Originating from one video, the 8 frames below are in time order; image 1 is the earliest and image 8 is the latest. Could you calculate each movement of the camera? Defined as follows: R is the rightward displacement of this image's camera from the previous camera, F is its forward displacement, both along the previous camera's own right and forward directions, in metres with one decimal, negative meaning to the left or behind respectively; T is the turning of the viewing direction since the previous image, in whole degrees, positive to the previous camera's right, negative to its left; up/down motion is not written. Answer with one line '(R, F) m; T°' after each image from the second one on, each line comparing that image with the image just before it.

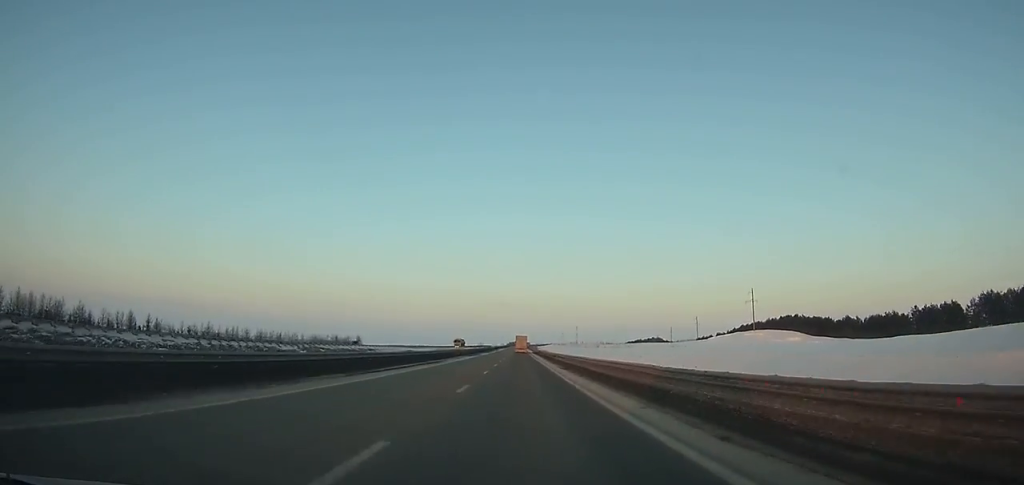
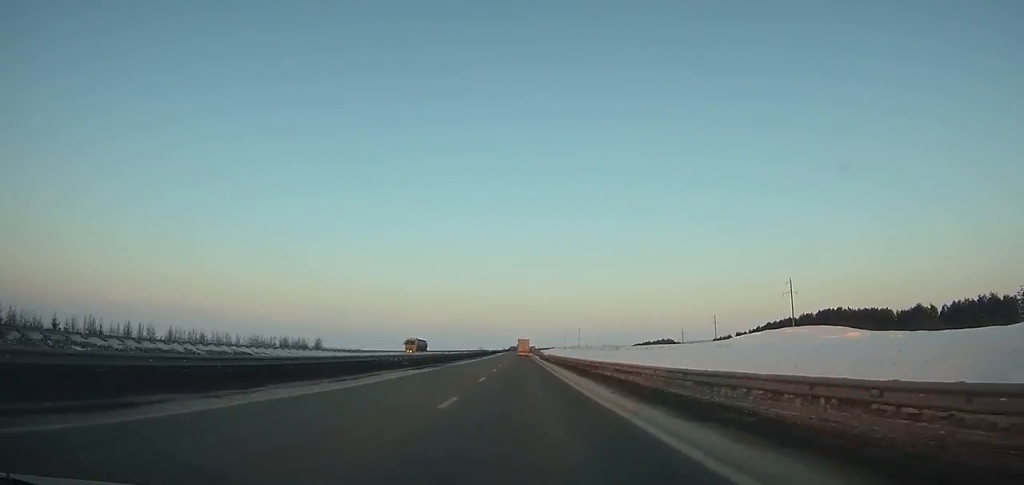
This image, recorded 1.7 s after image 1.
(0.0, +39.4) m; 0°
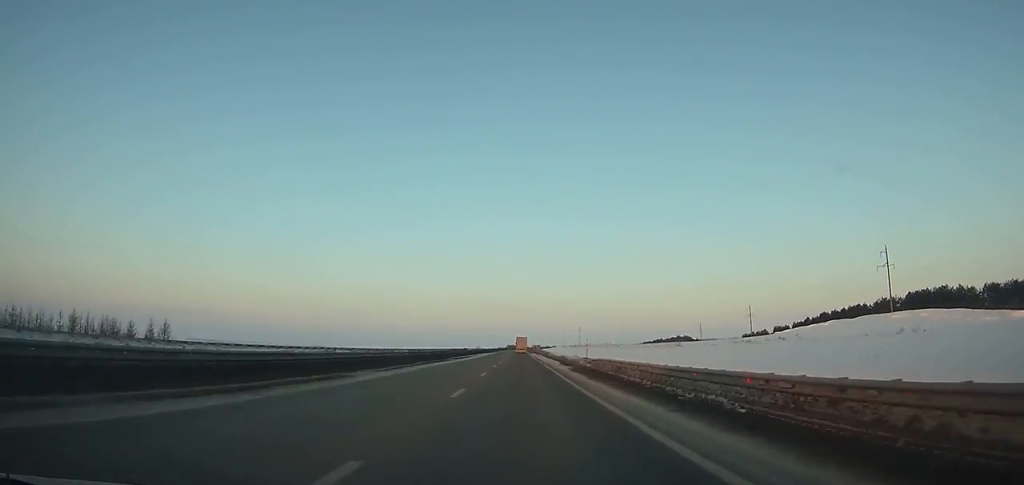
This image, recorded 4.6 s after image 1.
(0.0, +66.6) m; 0°
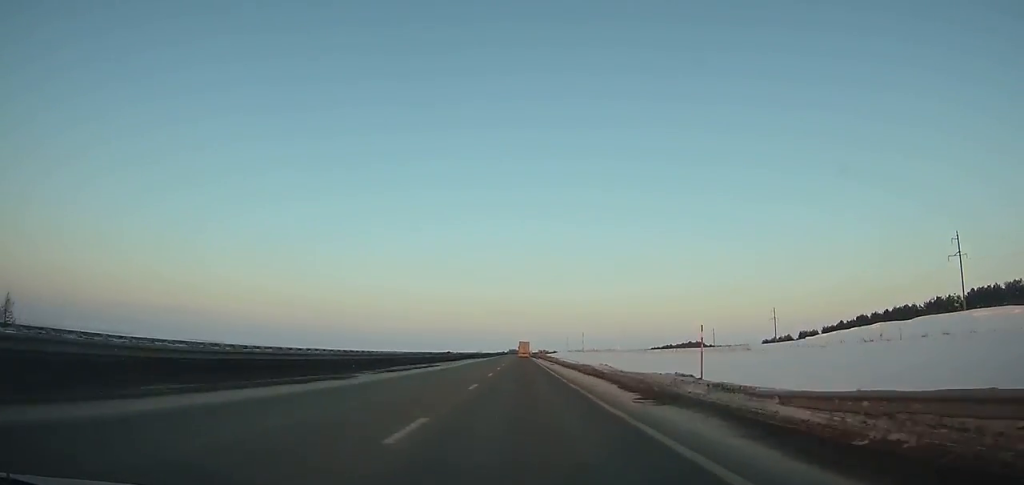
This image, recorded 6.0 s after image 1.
(0.0, +31.9) m; 0°
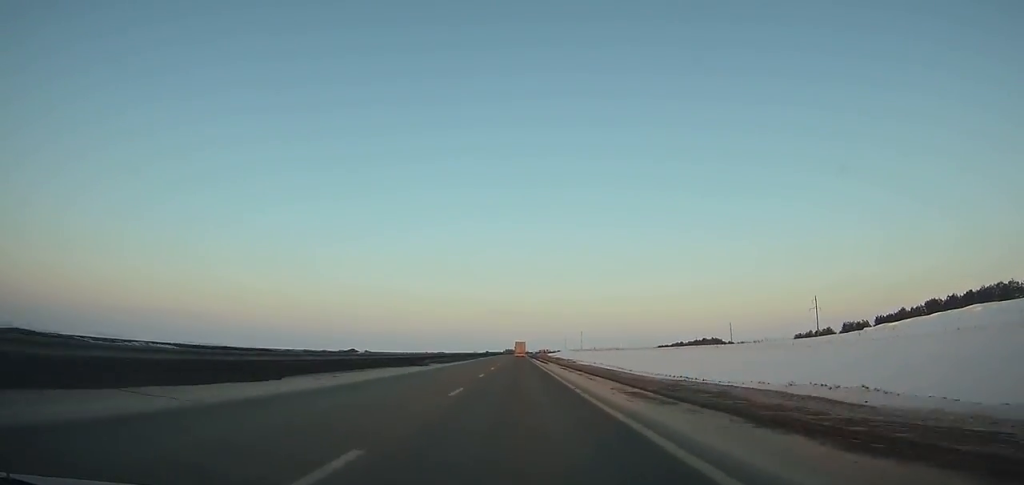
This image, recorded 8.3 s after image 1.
(+0.1, +52.0) m; 0°
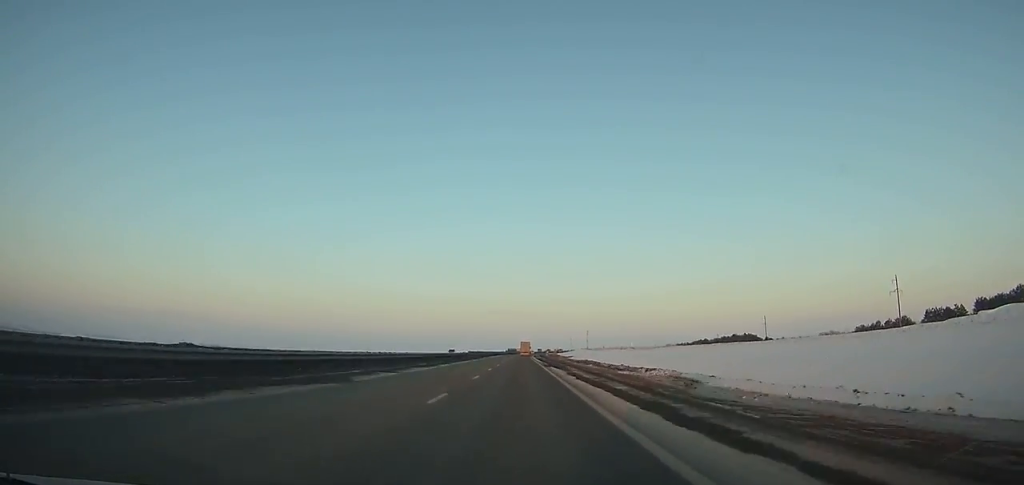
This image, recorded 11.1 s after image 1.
(-0.1, +63.4) m; 0°
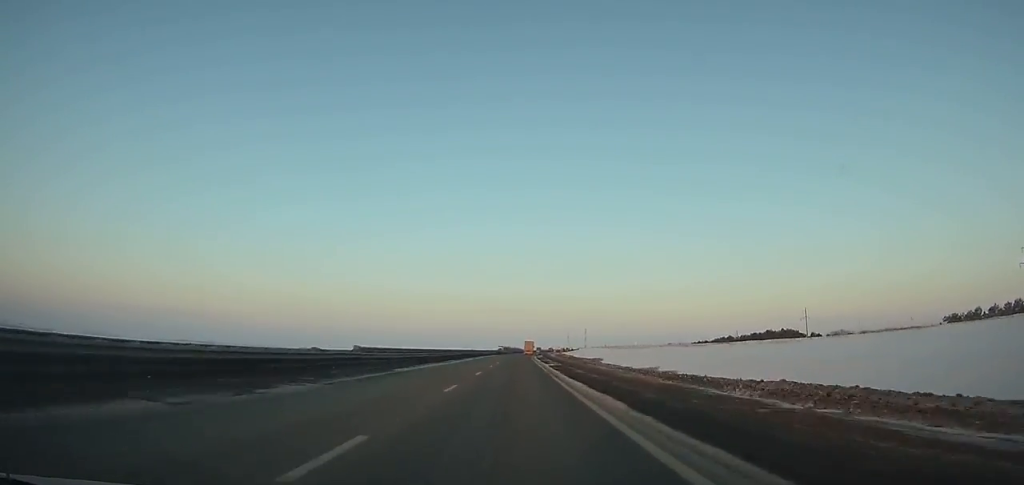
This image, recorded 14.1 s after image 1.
(-0.1, +68.7) m; 0°
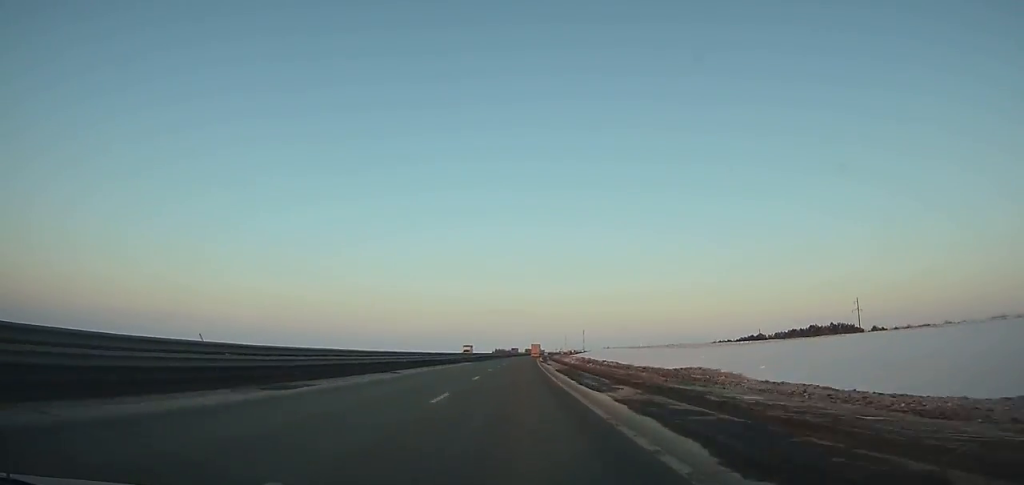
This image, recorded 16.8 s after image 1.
(+0.3, +62.6) m; +1°
